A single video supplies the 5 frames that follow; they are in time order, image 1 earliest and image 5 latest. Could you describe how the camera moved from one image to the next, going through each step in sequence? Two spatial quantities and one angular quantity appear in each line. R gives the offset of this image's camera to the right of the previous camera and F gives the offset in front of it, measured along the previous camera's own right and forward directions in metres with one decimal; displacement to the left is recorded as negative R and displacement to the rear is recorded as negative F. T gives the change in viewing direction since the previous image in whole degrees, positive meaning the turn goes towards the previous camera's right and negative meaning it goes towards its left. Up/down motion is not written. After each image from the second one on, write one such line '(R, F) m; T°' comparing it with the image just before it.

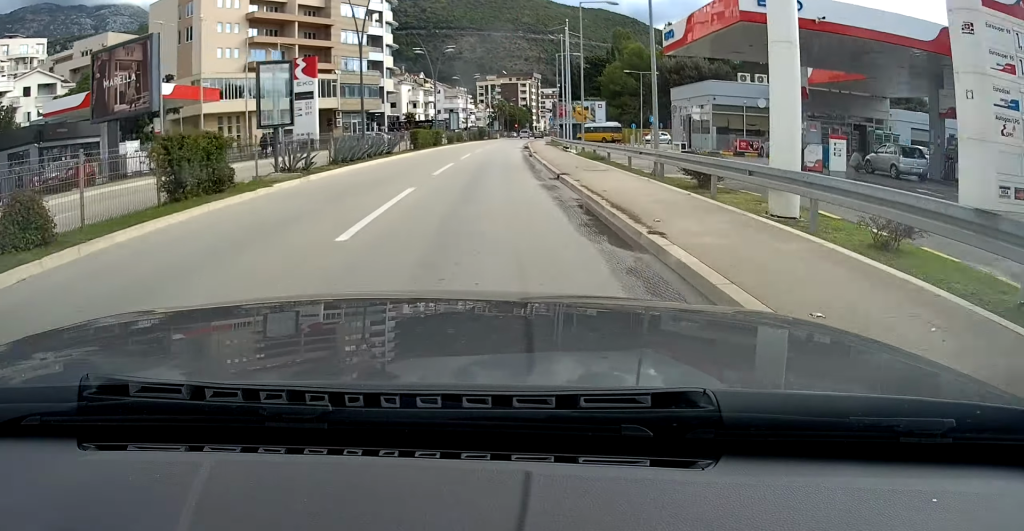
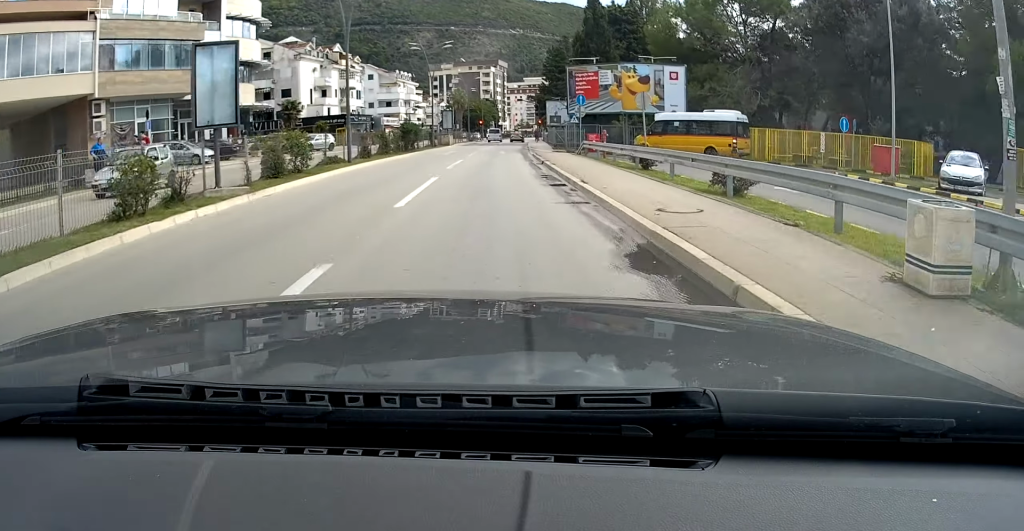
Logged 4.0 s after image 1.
(+1.6, +53.3) m; +4°
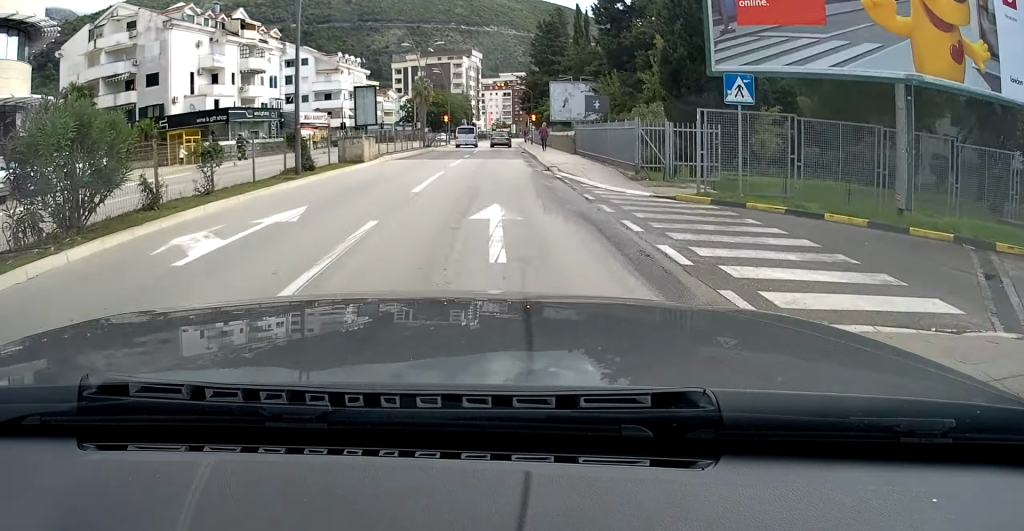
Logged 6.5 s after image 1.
(+0.7, +31.7) m; +2°
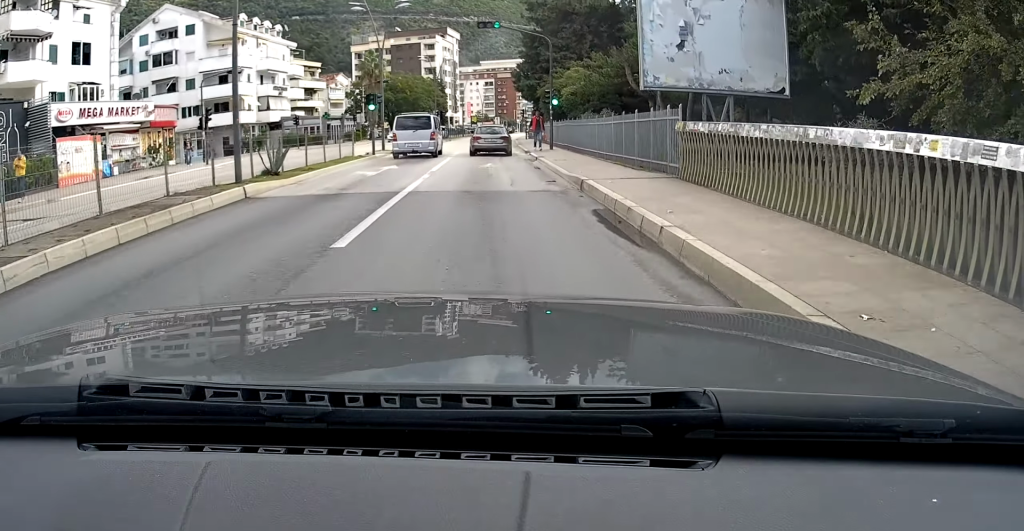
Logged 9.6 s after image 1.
(+0.6, +34.3) m; +1°
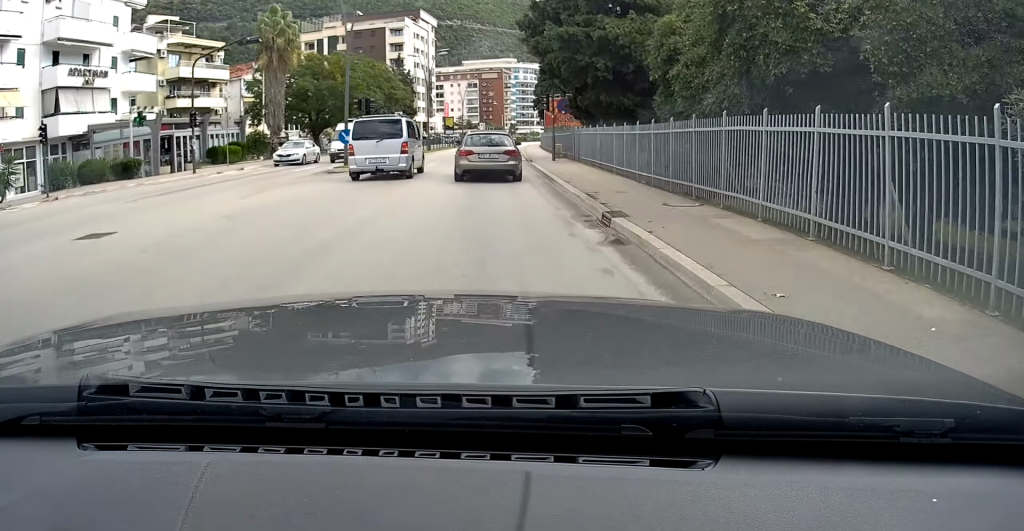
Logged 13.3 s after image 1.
(+0.1, +37.3) m; +1°
